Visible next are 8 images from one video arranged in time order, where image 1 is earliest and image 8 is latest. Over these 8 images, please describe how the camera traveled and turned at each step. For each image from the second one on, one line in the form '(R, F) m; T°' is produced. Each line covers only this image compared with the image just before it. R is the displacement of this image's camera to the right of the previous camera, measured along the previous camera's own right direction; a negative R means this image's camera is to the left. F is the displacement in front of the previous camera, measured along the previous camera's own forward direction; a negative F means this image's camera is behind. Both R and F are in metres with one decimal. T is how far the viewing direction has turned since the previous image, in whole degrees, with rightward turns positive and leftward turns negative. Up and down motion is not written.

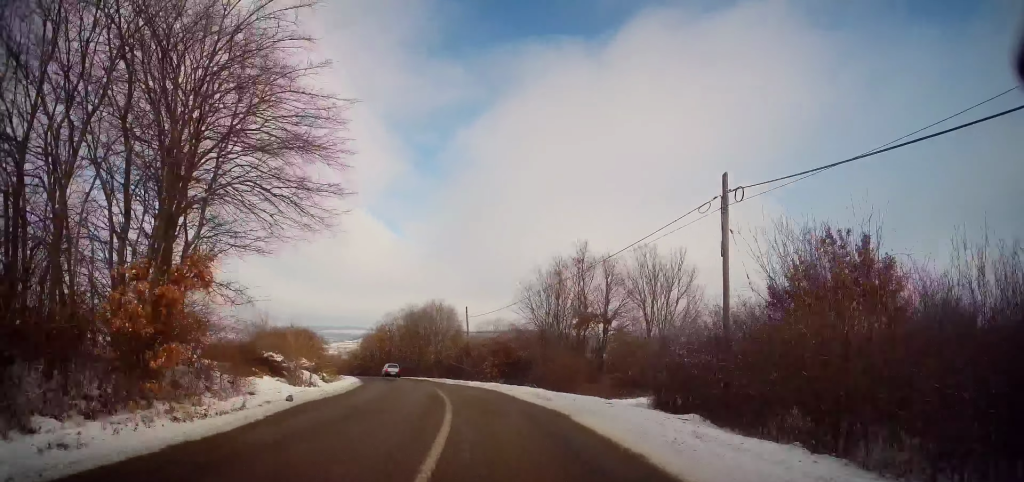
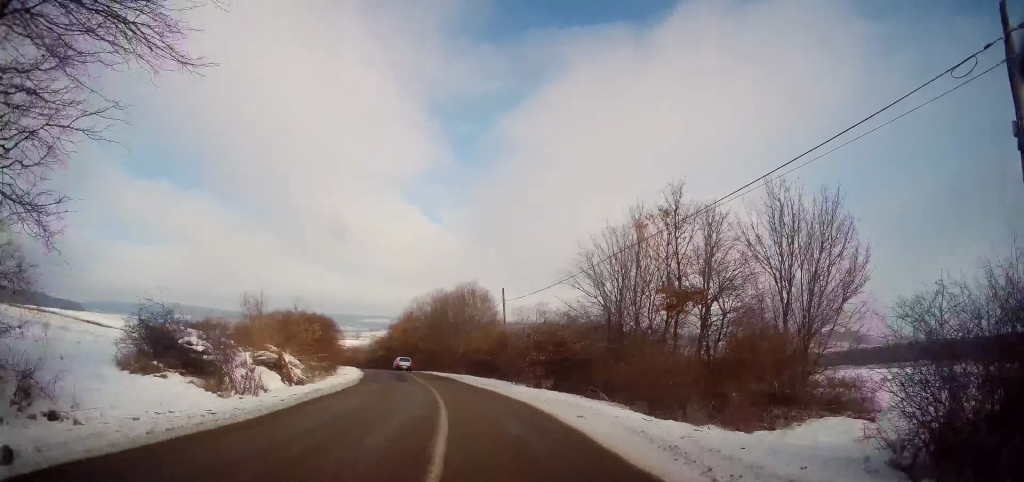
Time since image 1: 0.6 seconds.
(-0.1, +9.4) m; -3°
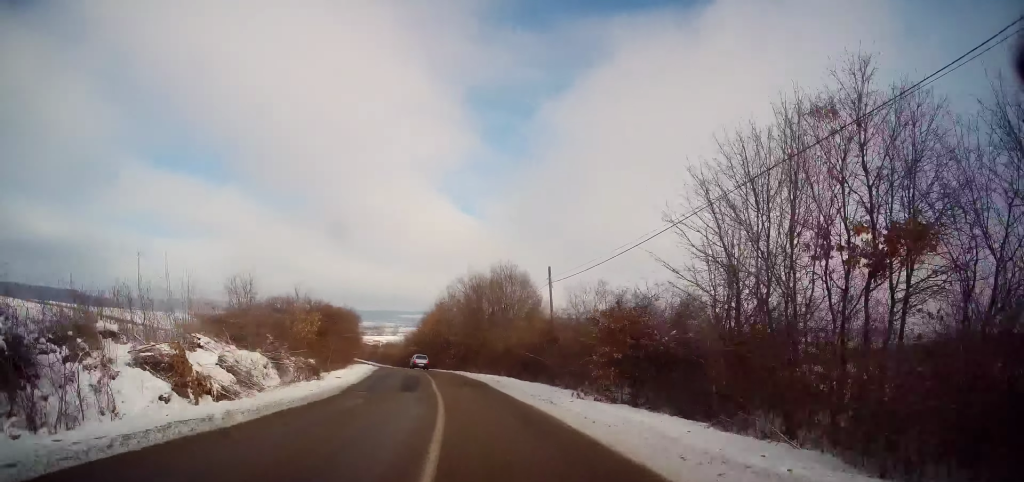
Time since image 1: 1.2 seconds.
(0.0, +8.8) m; -4°
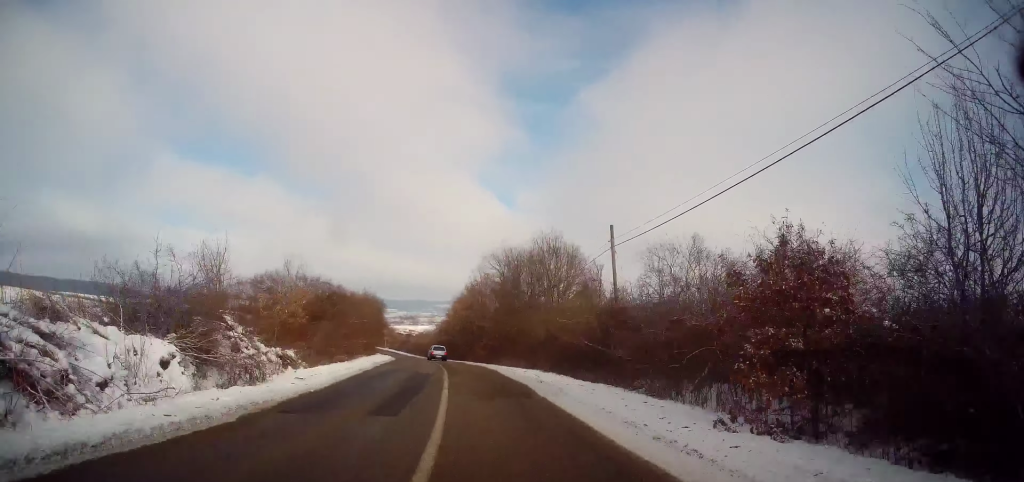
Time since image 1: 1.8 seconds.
(-0.6, +8.7) m; -4°
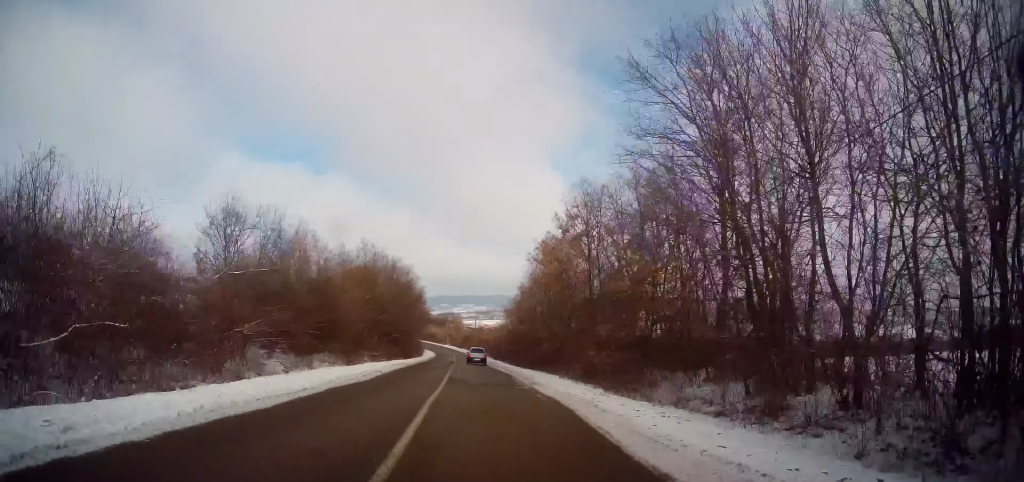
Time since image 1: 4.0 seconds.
(-2.7, +32.2) m; -9°
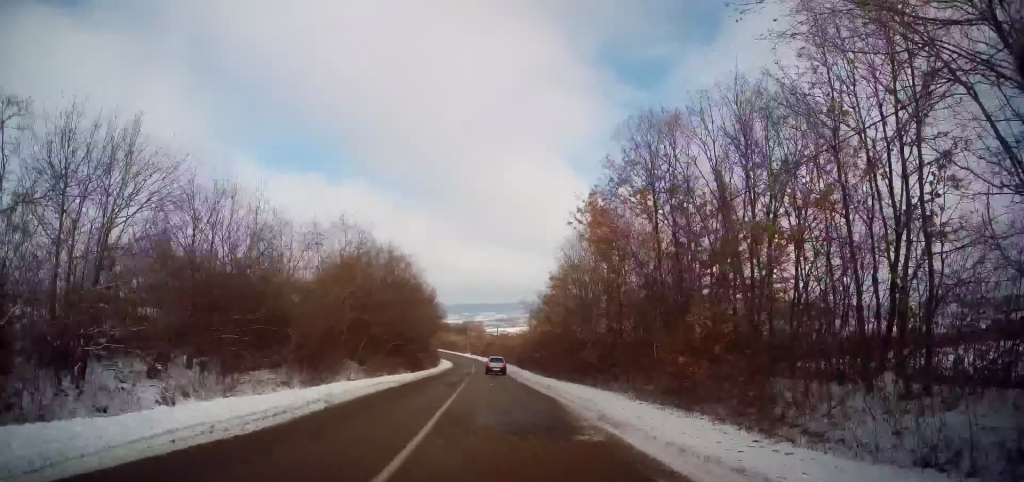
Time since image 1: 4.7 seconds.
(-0.2, +9.5) m; -2°
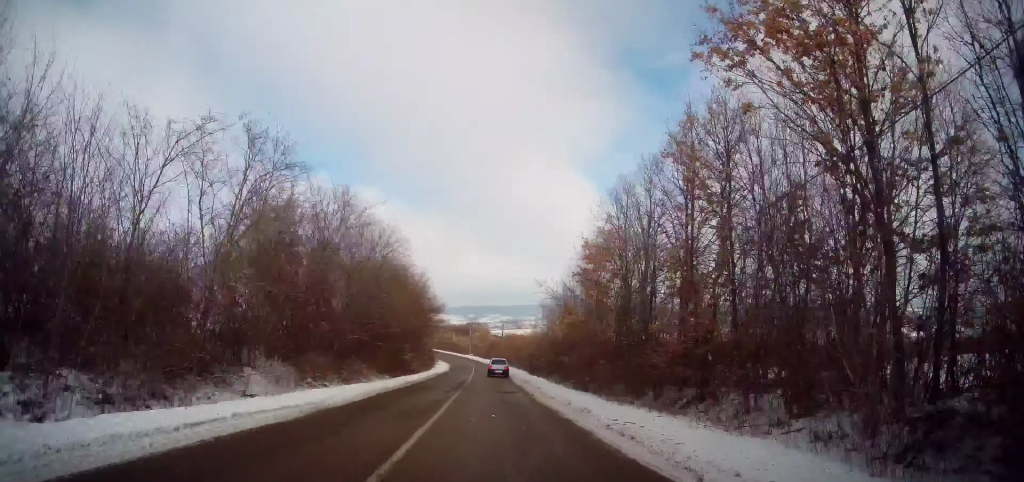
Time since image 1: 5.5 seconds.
(-0.3, +12.1) m; -2°
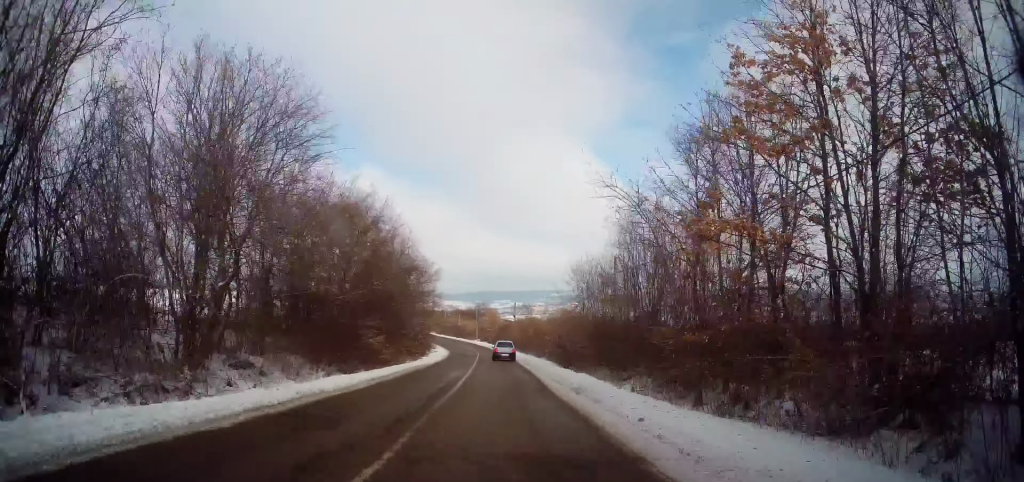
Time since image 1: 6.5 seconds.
(-0.1, +16.2) m; 0°
